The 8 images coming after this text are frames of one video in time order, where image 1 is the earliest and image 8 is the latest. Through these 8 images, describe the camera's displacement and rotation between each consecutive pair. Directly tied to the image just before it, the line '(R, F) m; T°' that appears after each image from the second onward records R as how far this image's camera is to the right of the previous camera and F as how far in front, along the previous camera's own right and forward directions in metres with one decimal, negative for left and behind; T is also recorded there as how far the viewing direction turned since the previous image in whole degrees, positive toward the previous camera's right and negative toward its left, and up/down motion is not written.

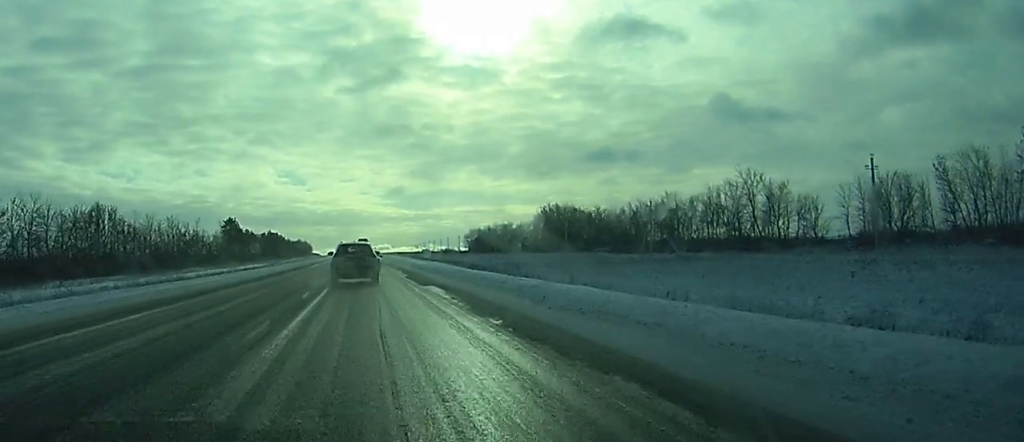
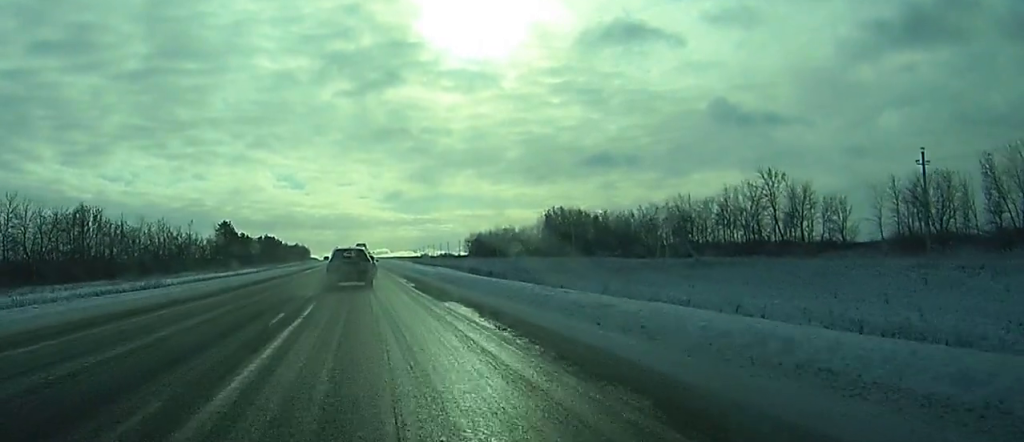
(0.0, +8.6) m; 0°
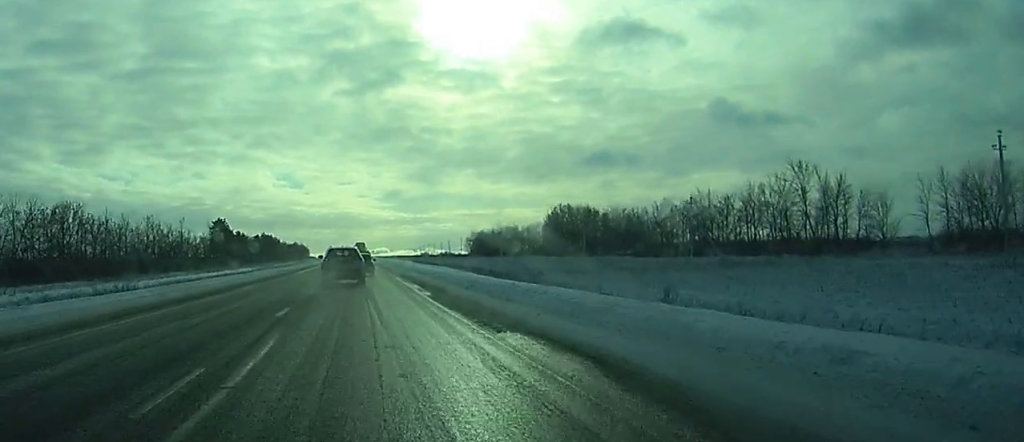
(0.0, +10.3) m; 0°
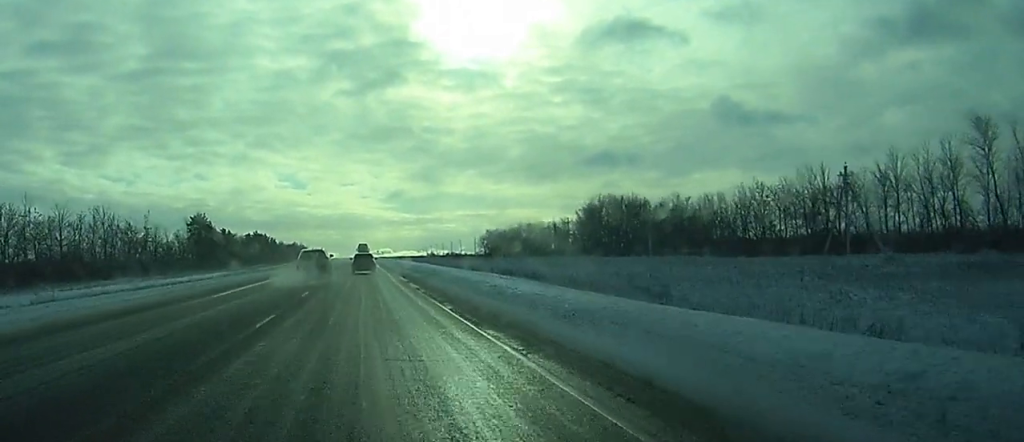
(-0.1, +38.6) m; 0°
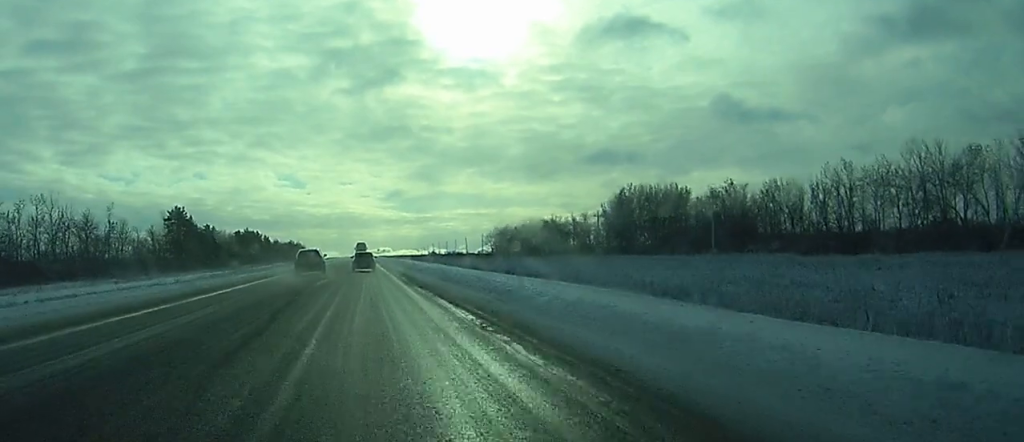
(+0.1, +25.1) m; 0°
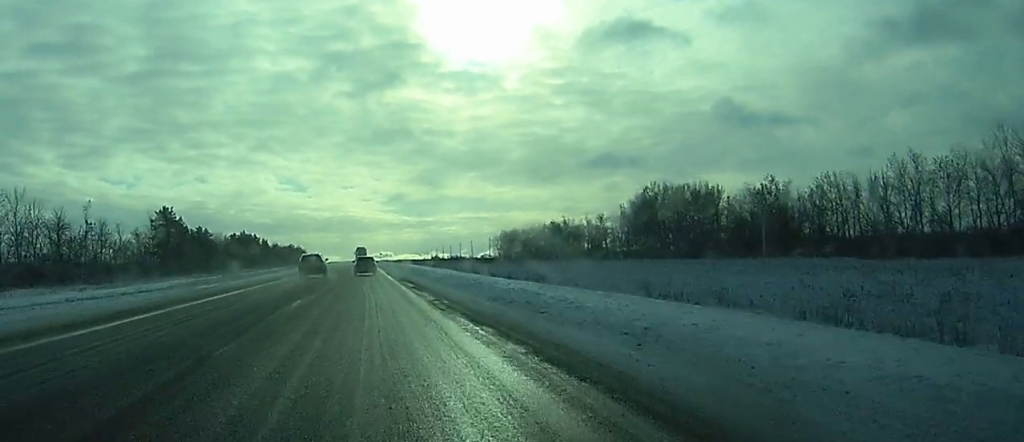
(-0.1, +13.9) m; -1°
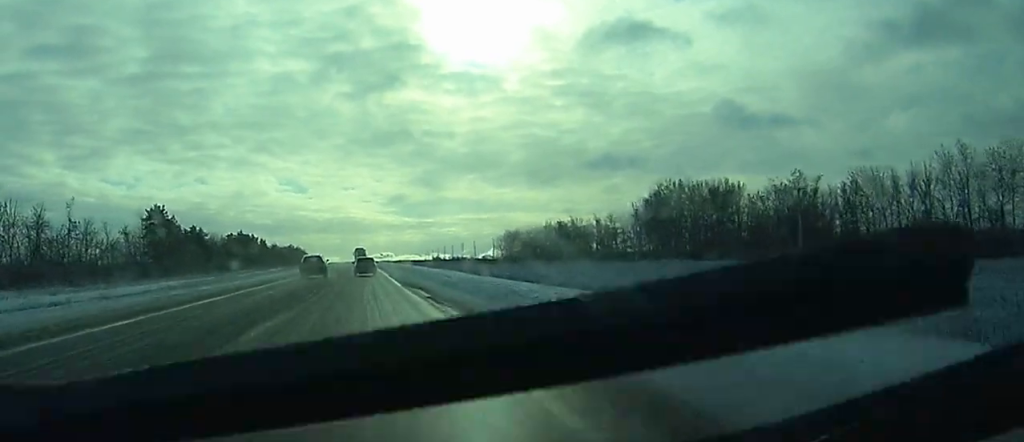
(0.0, +8.2) m; 0°
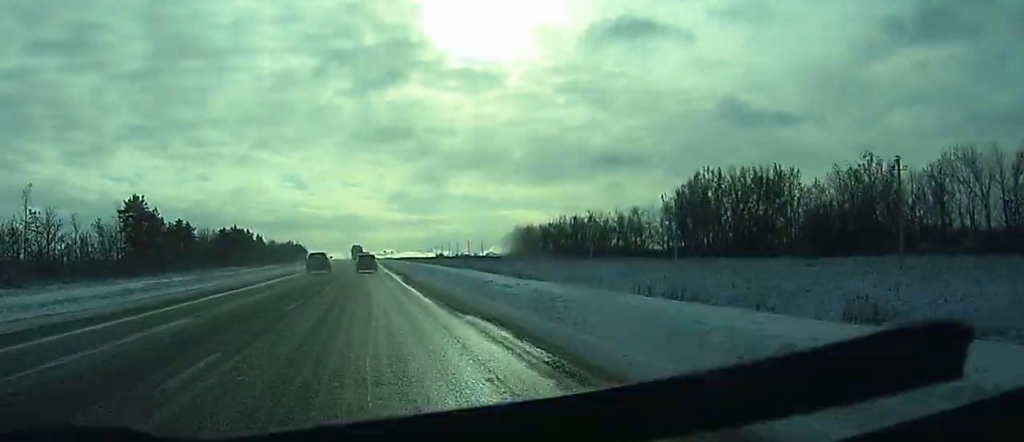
(-0.1, +17.6) m; 0°
